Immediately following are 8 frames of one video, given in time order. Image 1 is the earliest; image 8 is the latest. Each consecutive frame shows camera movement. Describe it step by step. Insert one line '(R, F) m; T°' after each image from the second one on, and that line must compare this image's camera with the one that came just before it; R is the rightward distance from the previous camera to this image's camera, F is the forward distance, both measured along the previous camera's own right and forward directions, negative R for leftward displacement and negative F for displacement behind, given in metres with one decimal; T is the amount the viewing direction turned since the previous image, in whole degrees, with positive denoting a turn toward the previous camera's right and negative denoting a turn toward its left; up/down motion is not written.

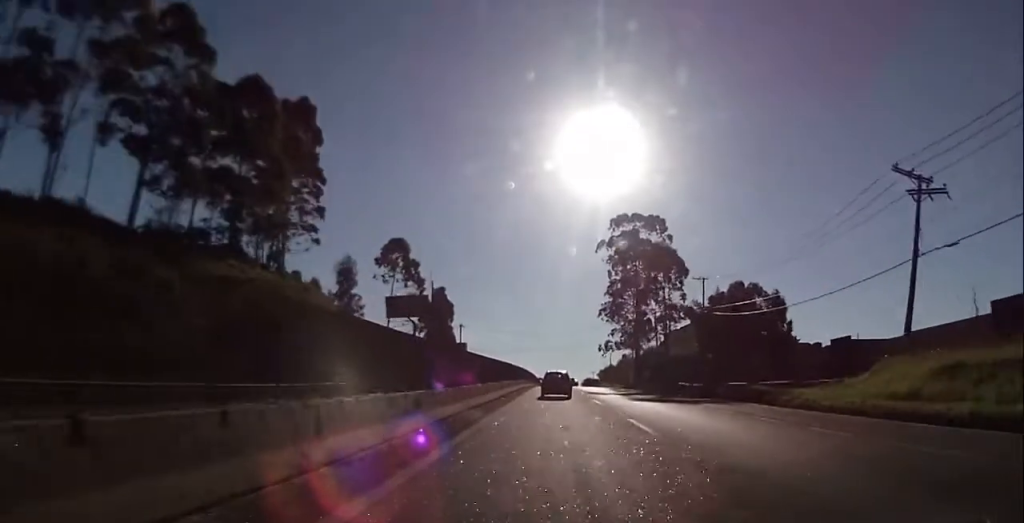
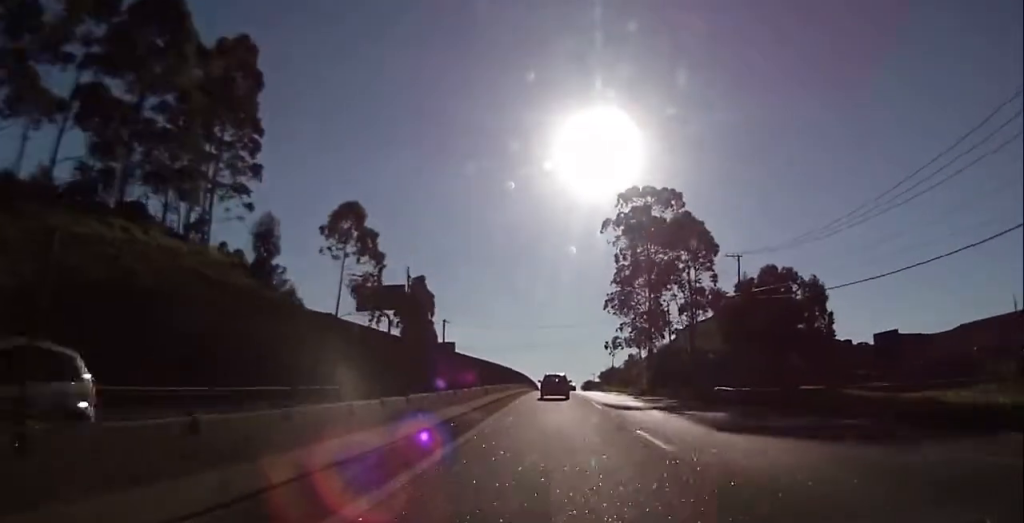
(+0.1, +18.0) m; 0°
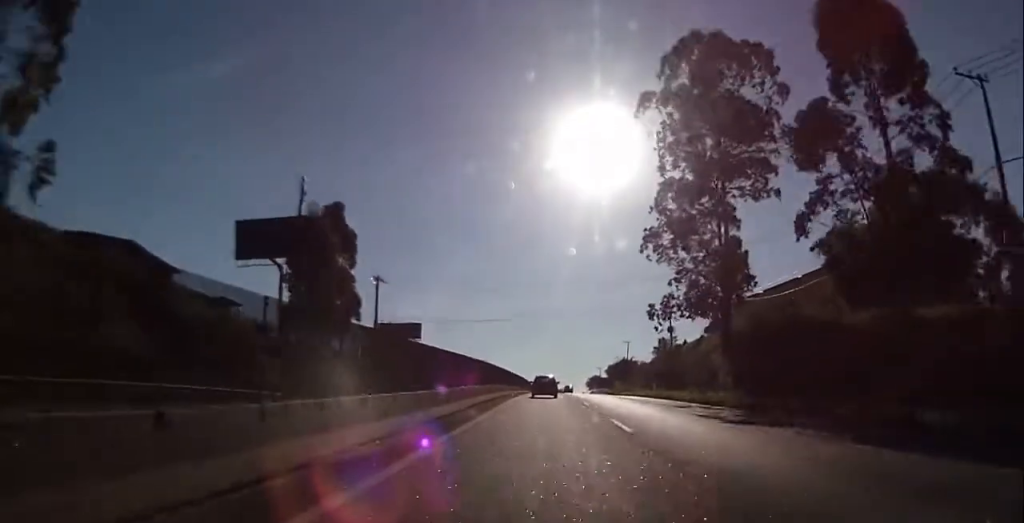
(+0.1, +43.7) m; 0°
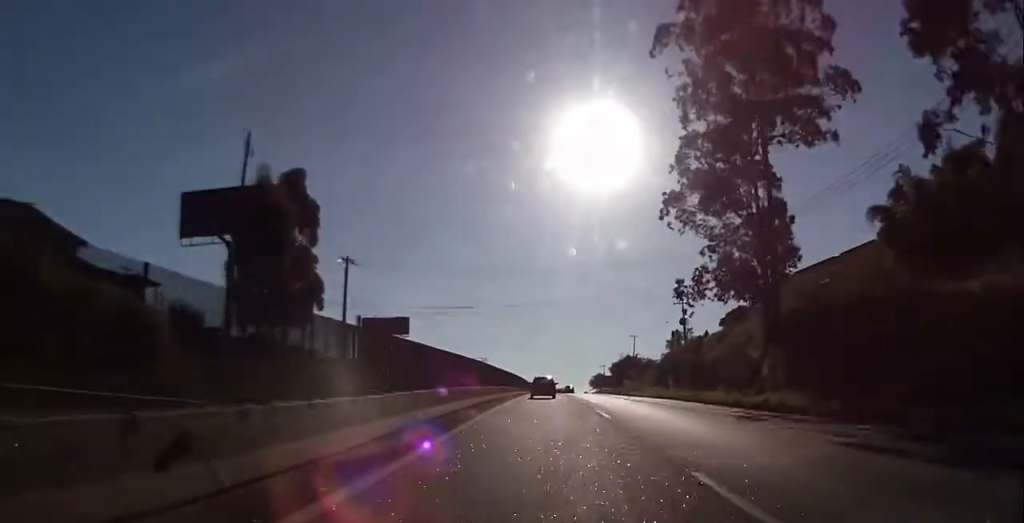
(0.0, +11.3) m; 0°
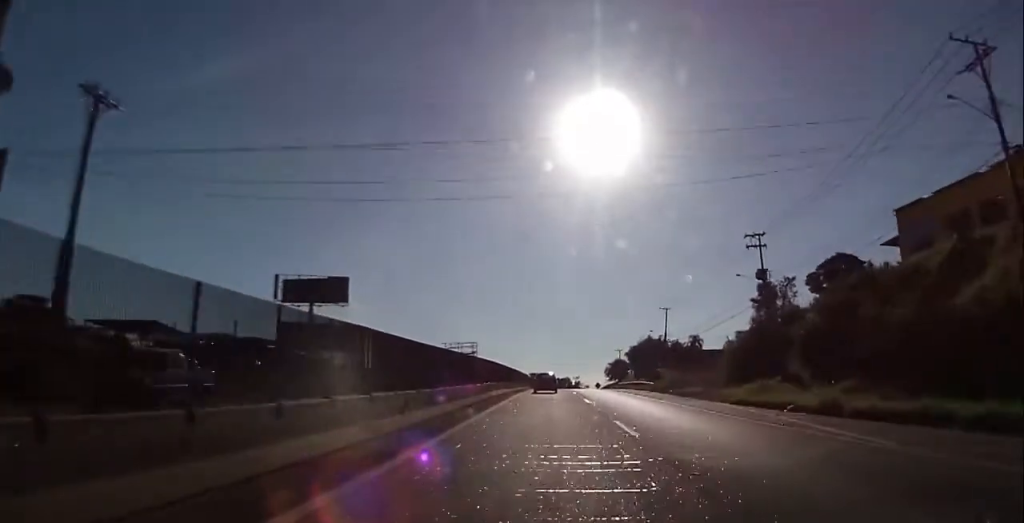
(+0.1, +38.1) m; 0°
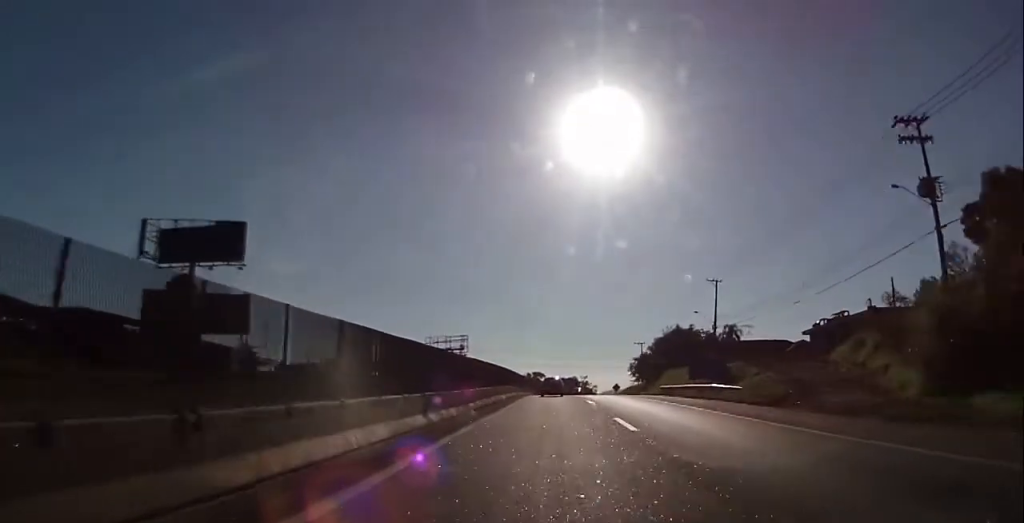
(0.0, +31.0) m; -1°
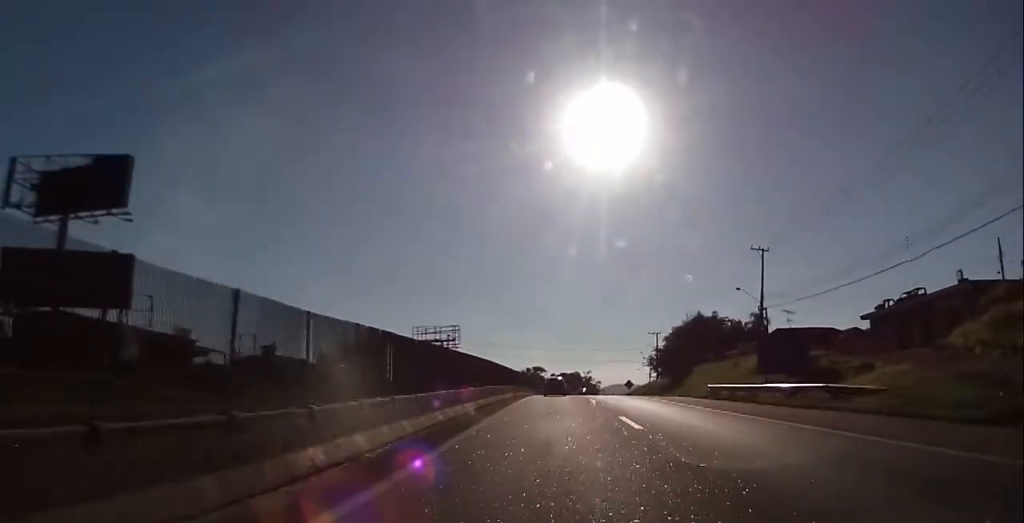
(-0.2, +17.3) m; 0°
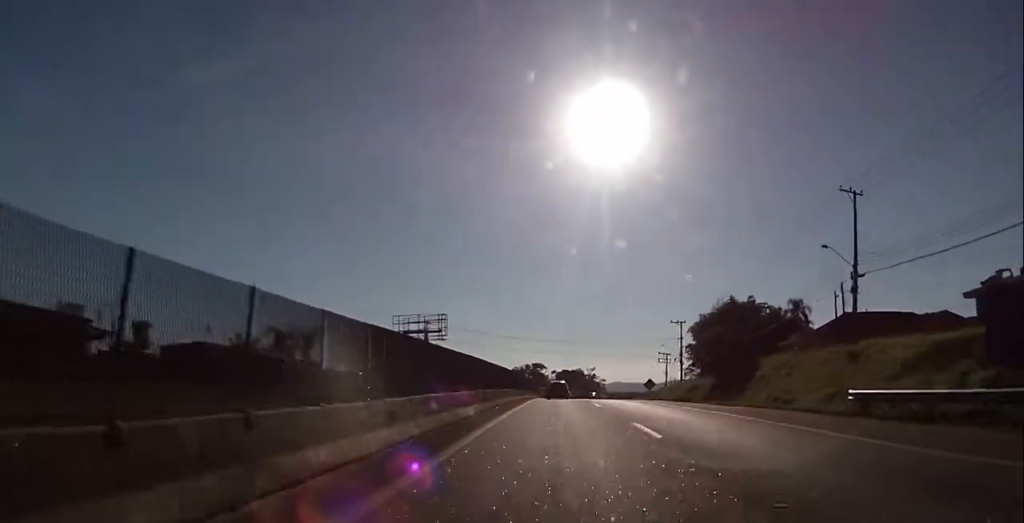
(+0.1, +19.8) m; 0°
